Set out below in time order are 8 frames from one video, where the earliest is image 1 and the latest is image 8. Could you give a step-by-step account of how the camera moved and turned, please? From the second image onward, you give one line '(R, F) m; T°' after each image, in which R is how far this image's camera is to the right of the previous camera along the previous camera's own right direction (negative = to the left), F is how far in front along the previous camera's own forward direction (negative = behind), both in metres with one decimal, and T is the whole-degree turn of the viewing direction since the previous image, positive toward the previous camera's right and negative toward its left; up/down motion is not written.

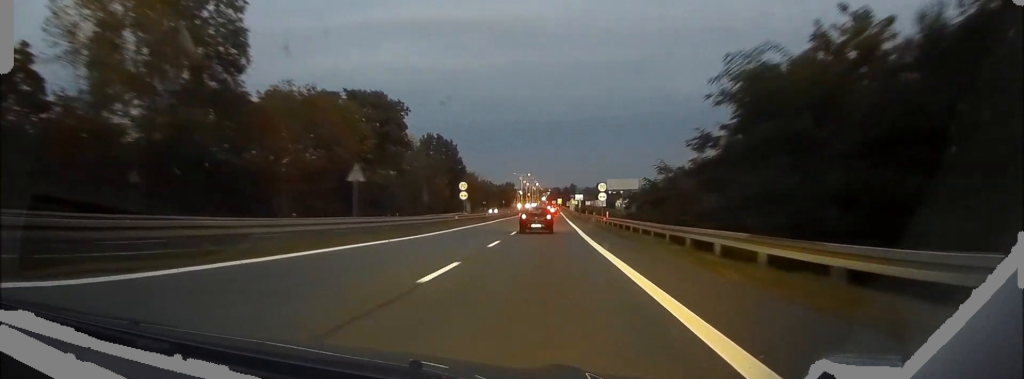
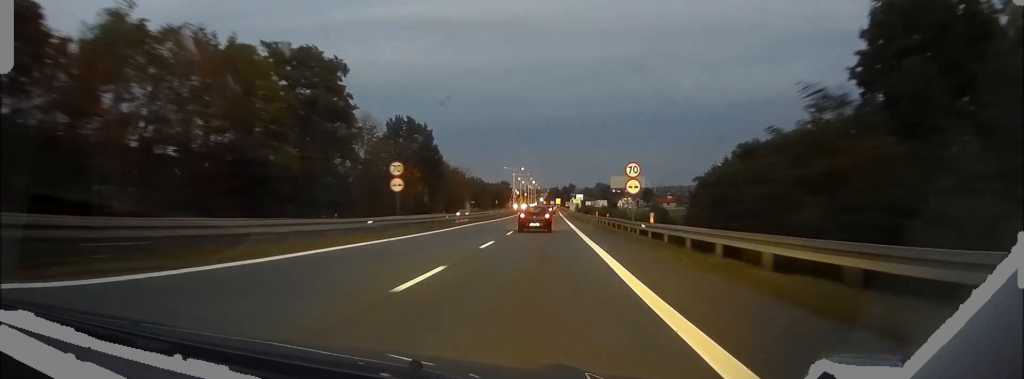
(0.0, +24.8) m; 0°
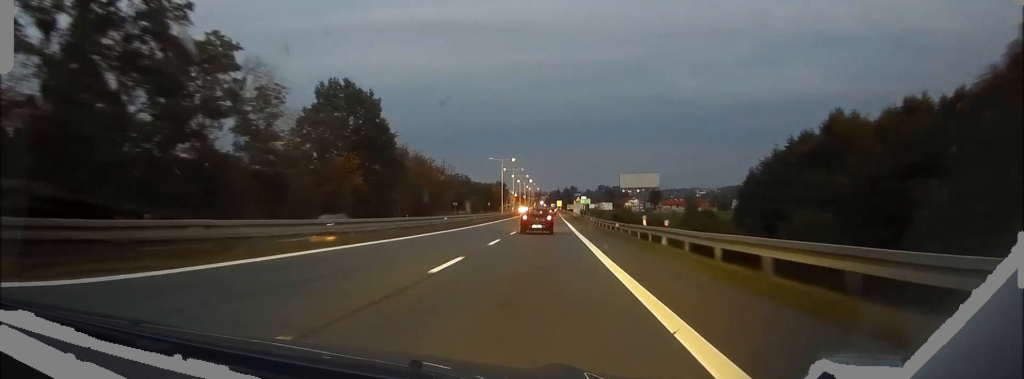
(0.0, +32.5) m; 0°
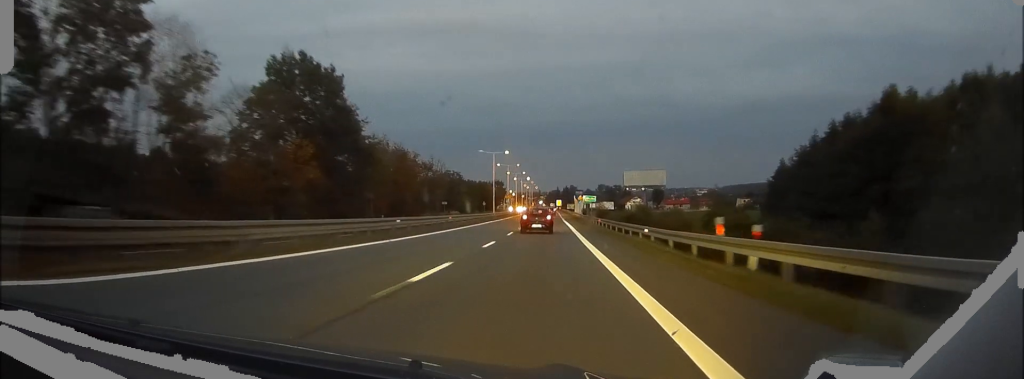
(0.0, +13.3) m; 0°
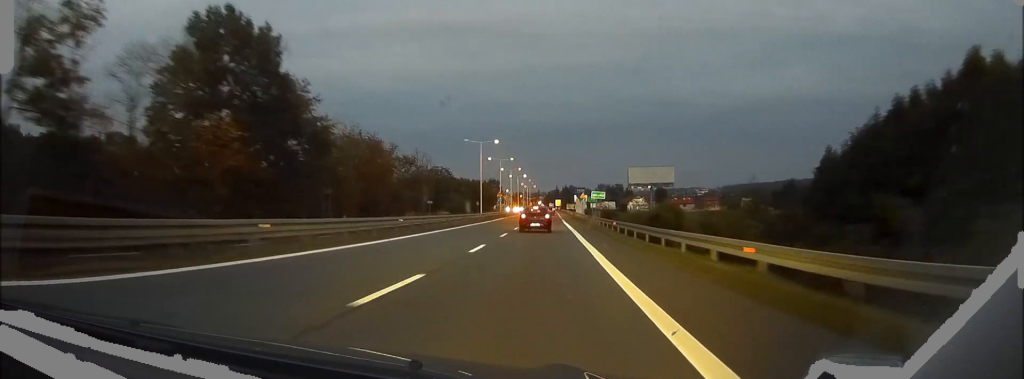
(0.0, +14.8) m; 0°
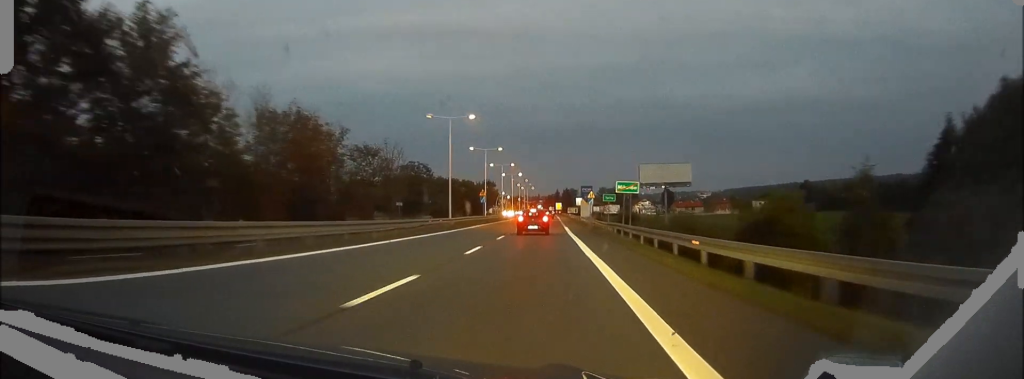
(0.0, +23.3) m; 0°
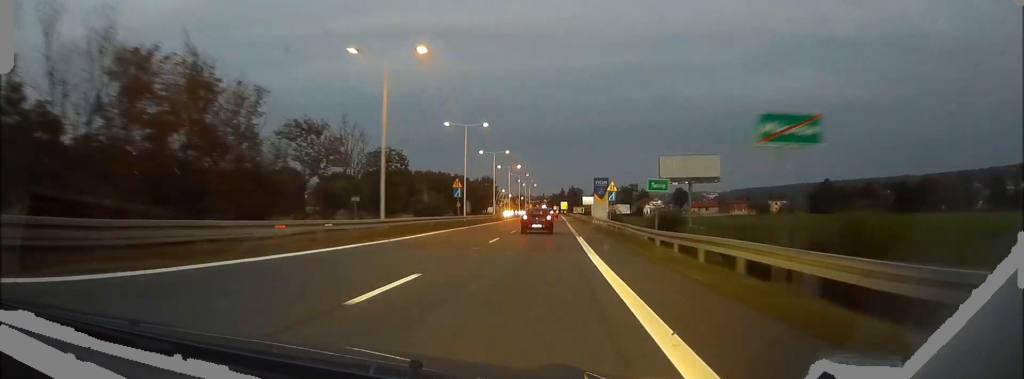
(-0.1, +23.2) m; 0°
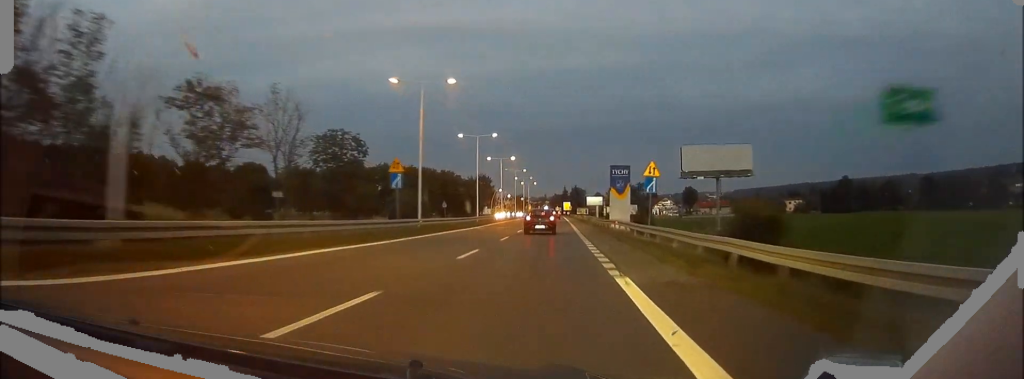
(+0.1, +21.6) m; 0°
